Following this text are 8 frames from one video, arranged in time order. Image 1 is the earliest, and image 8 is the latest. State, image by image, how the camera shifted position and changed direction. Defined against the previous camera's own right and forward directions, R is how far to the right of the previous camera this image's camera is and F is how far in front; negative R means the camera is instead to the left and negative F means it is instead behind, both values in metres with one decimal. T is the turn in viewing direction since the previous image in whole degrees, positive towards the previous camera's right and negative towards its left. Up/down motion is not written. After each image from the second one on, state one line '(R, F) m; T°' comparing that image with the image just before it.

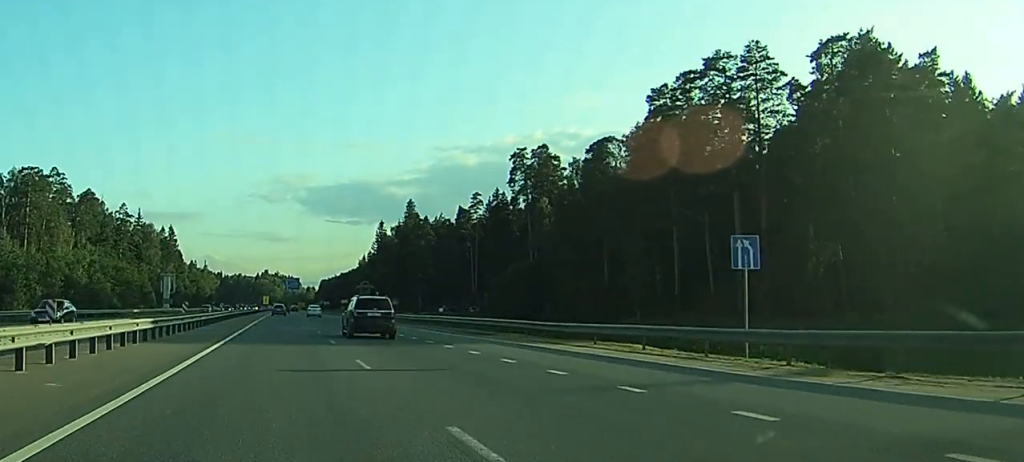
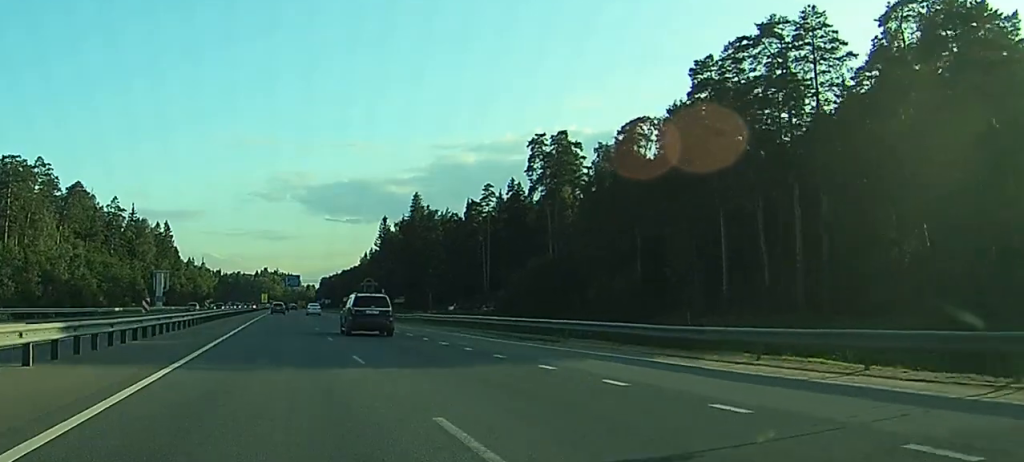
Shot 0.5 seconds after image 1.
(-0.1, +11.5) m; 0°
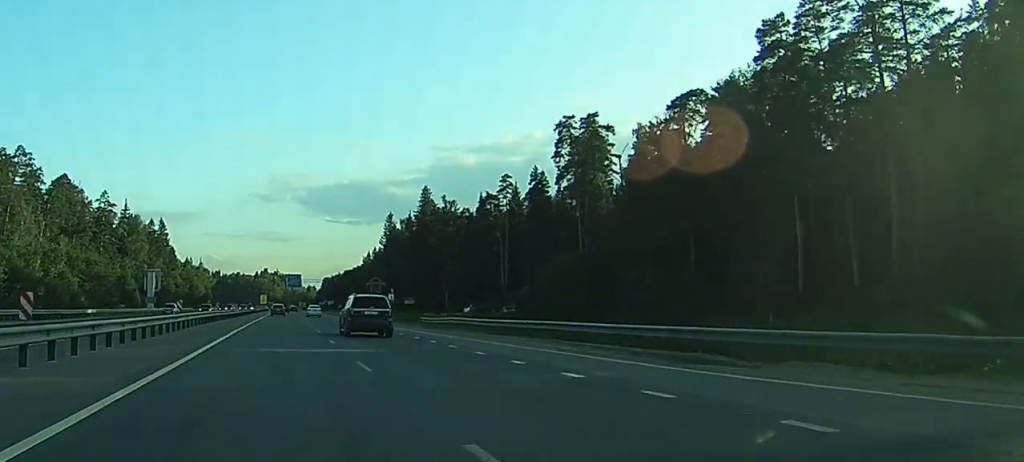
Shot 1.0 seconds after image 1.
(+0.1, +14.0) m; +1°
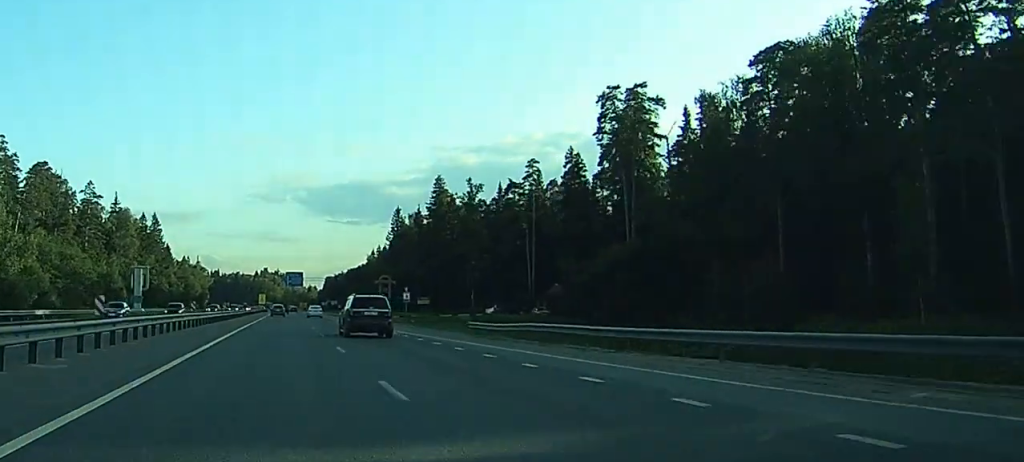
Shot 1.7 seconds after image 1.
(+0.1, +17.2) m; +1°
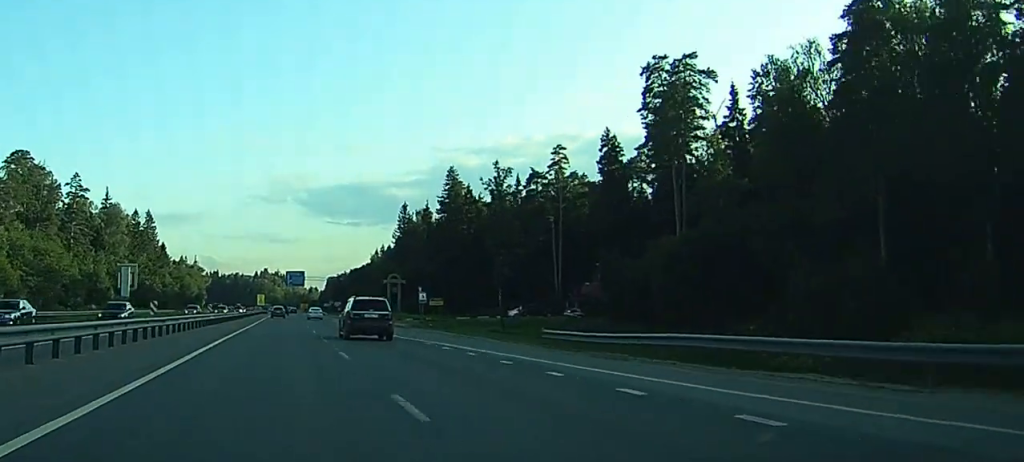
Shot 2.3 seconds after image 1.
(+0.2, +13.9) m; 0°
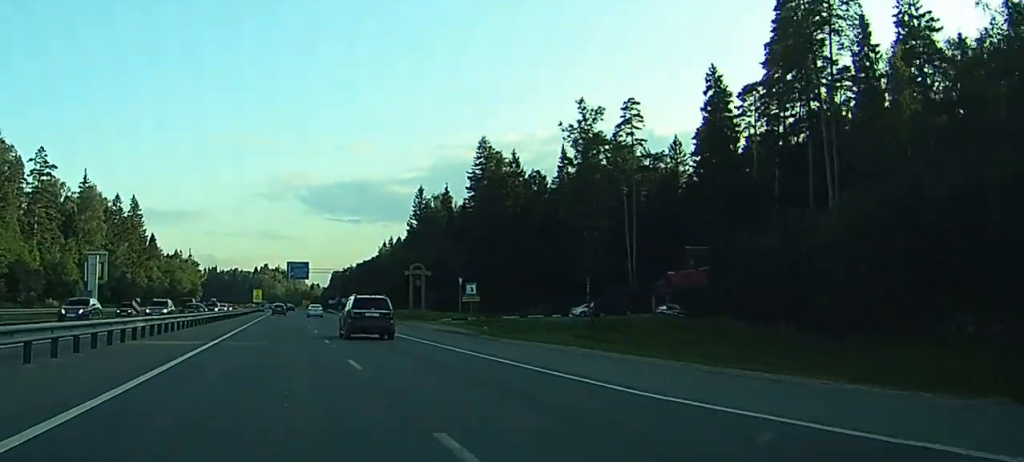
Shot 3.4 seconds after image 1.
(0.0, +27.7) m; +1°
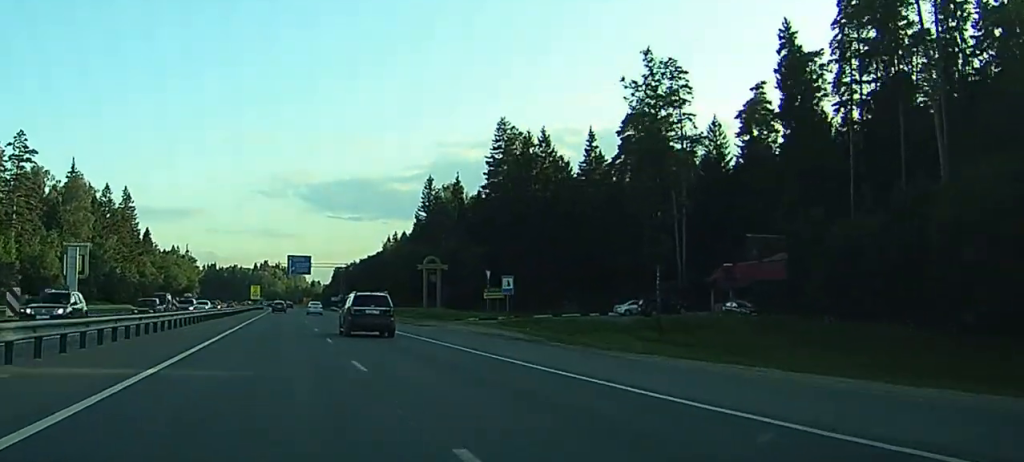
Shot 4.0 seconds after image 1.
(+0.2, +13.0) m; 0°
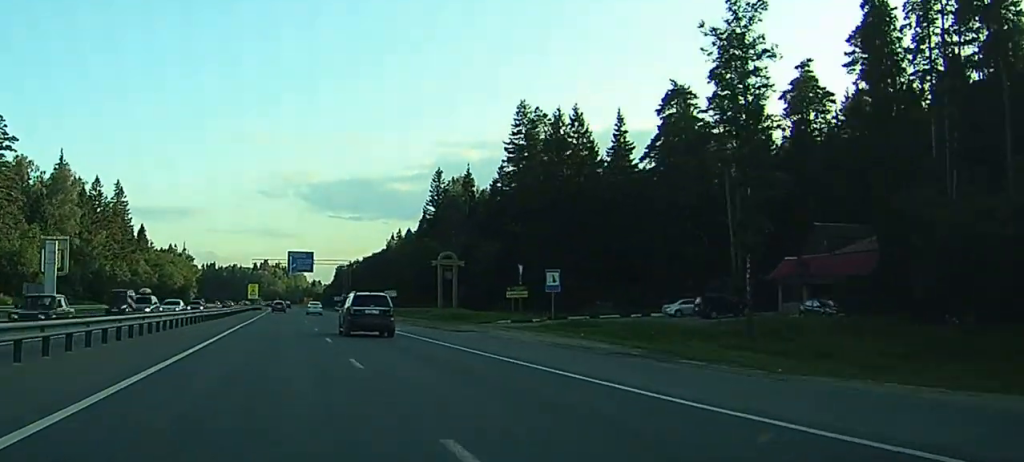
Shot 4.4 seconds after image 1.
(+0.2, +11.4) m; 0°
